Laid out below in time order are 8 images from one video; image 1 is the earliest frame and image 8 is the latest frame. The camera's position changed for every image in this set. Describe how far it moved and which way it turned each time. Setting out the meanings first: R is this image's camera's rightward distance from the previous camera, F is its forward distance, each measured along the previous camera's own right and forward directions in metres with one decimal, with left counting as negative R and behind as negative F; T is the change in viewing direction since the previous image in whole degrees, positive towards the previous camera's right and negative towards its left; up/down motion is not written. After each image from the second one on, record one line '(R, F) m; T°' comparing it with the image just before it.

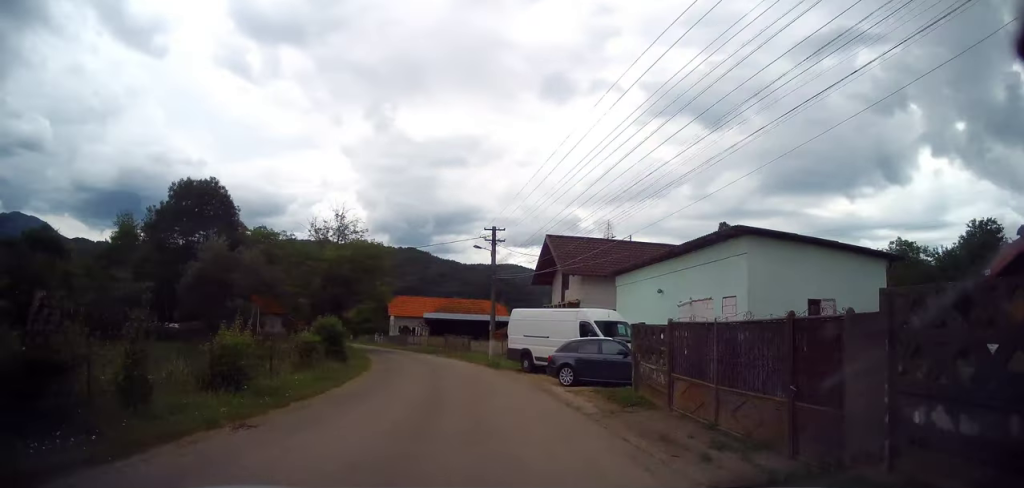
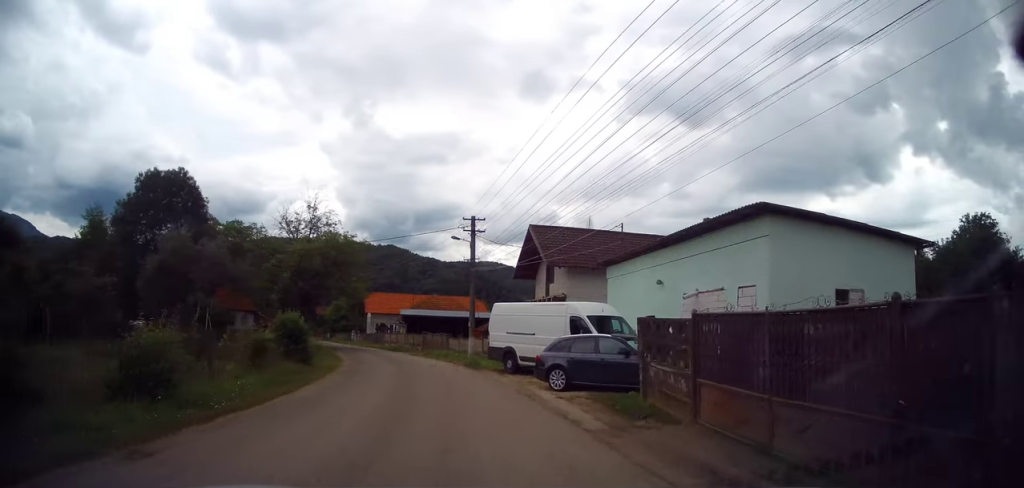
(+0.1, +2.2) m; 0°
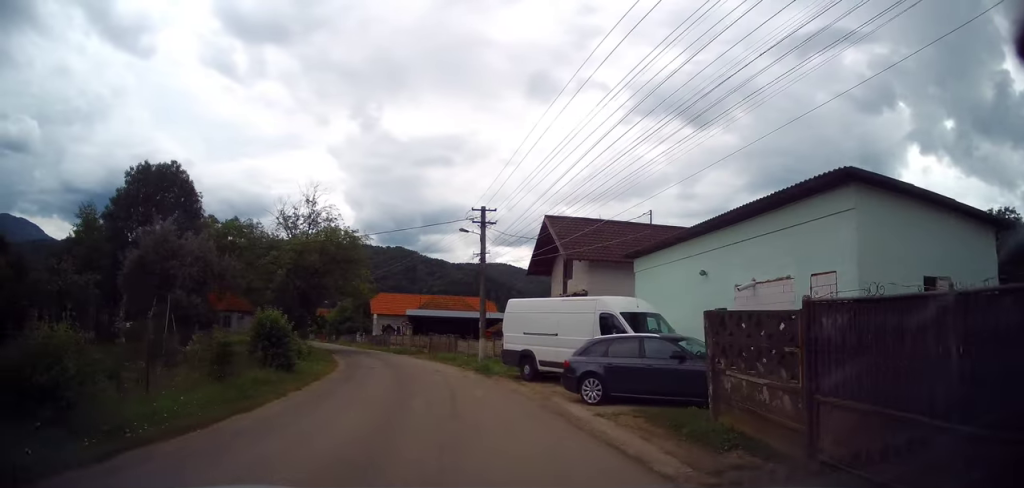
(0.0, +2.6) m; 0°
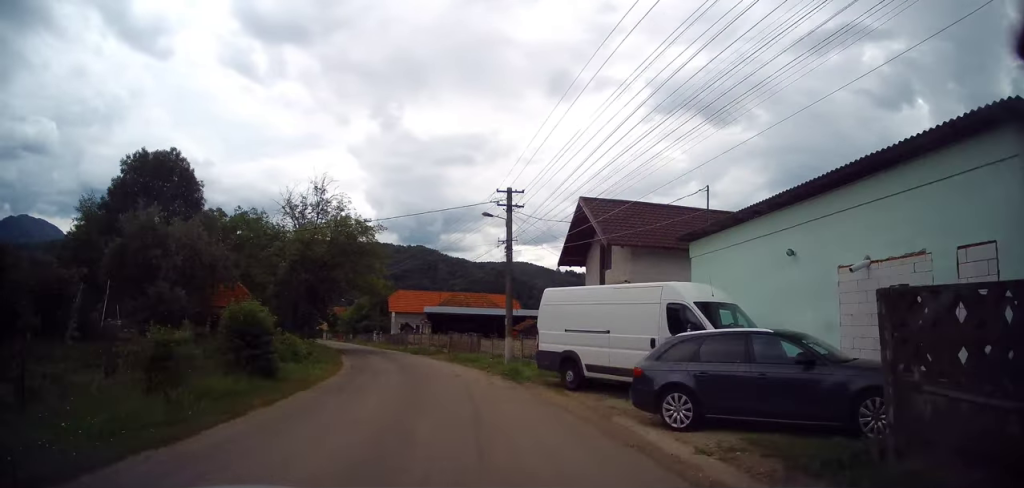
(0.0, +3.2) m; -1°
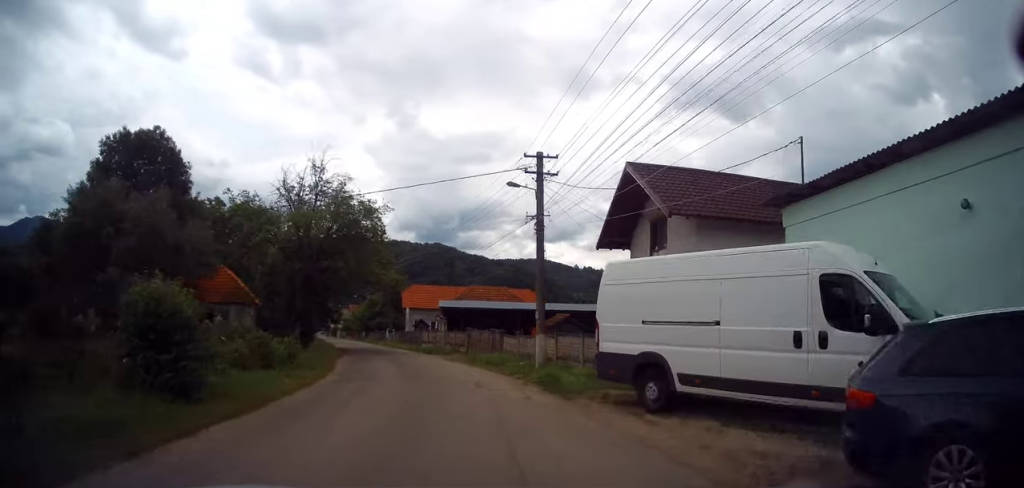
(0.0, +4.1) m; -2°
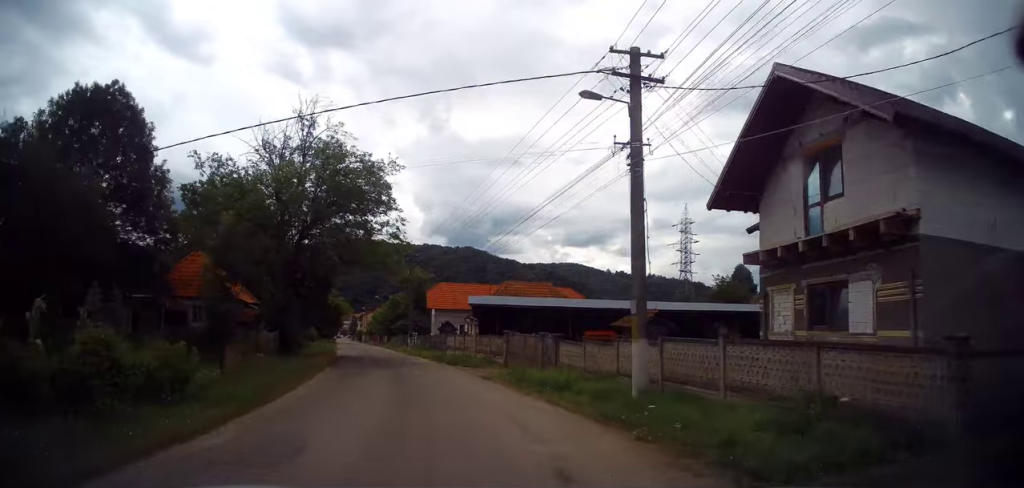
(-0.2, +8.0) m; -3°
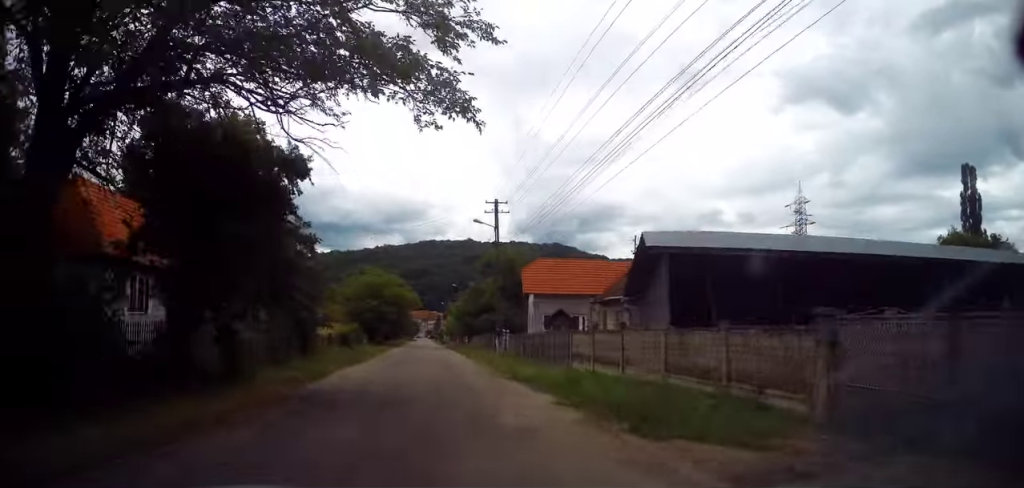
(-1.4, +18.4) m; -9°
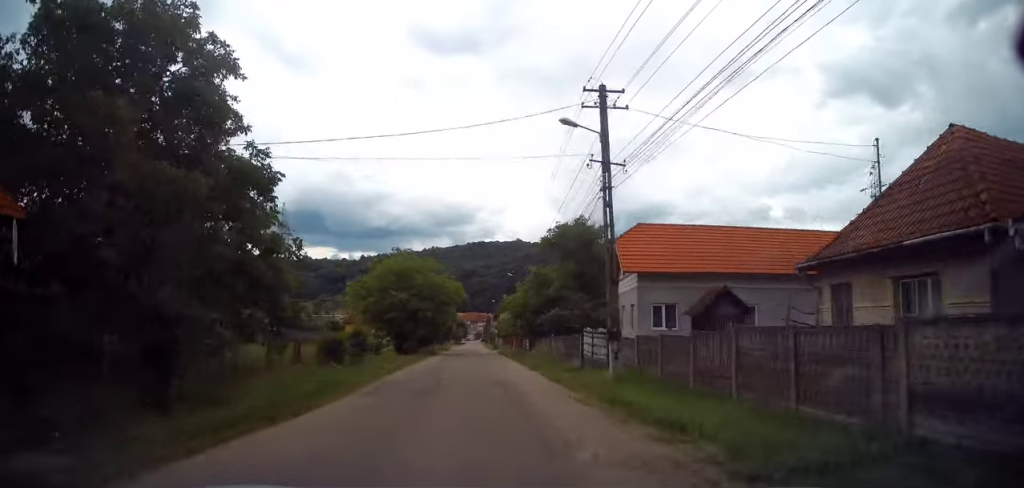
(-0.3, +13.6) m; -2°
